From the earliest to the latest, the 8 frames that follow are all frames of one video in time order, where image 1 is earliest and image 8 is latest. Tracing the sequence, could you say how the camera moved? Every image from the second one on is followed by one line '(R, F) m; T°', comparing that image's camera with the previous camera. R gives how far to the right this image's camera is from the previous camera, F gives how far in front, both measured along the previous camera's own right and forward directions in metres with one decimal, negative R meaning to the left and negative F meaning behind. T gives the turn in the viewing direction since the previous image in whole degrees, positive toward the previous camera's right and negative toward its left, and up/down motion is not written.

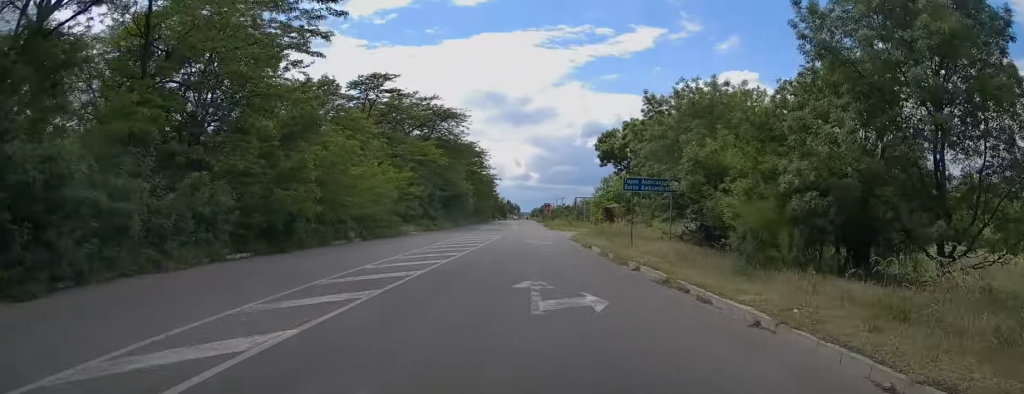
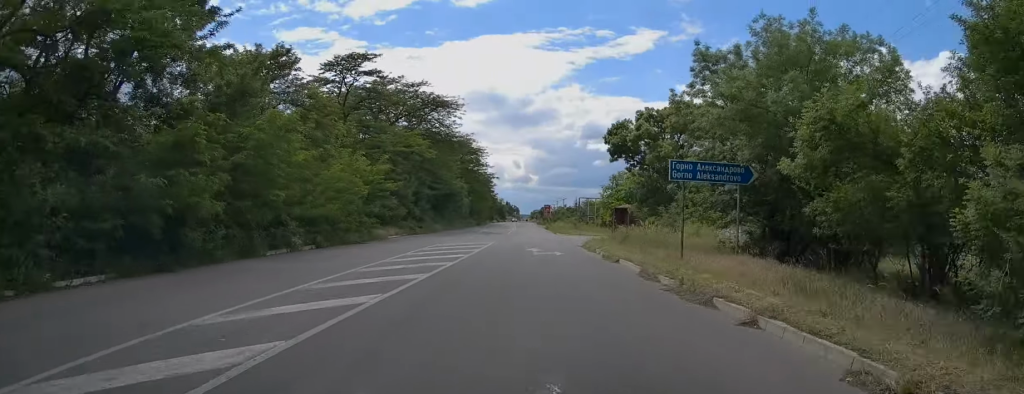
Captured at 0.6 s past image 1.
(-0.1, +7.7) m; -1°
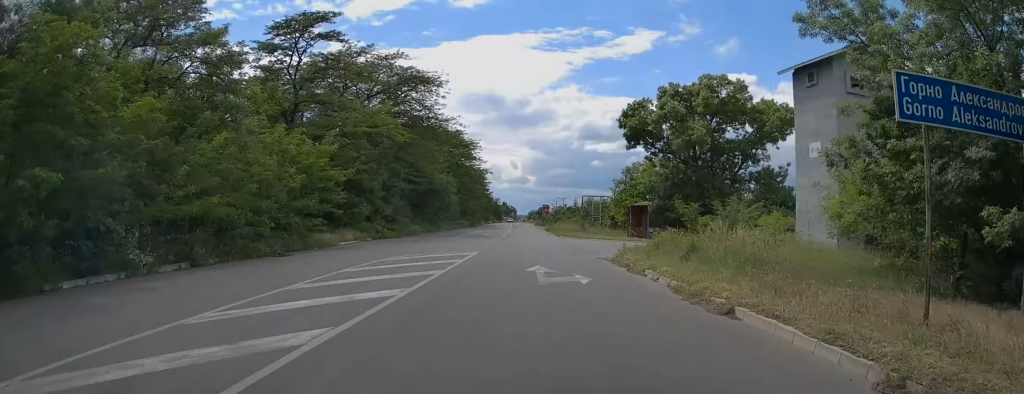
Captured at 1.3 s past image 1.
(-0.2, +10.3) m; -1°
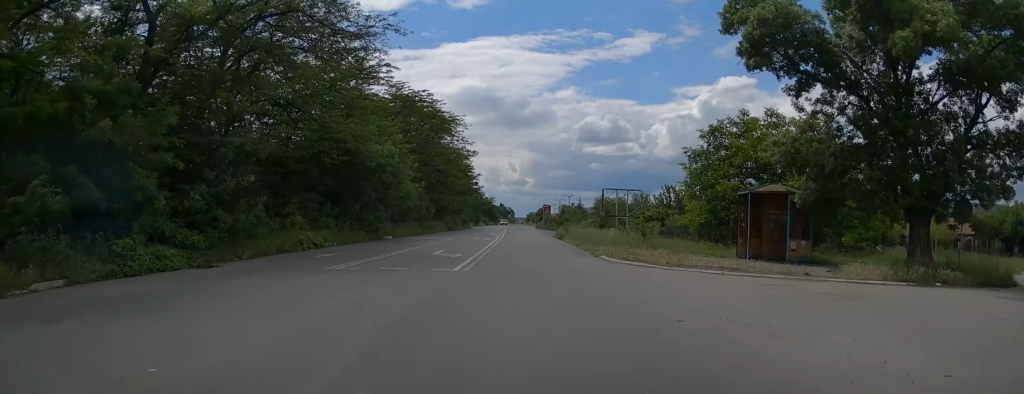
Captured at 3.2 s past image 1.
(0.0, +25.3) m; +2°
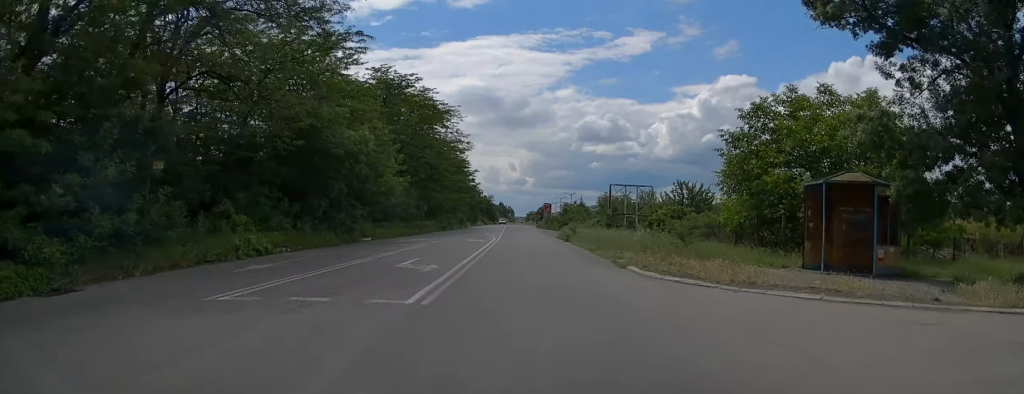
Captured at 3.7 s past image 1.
(+0.2, +5.8) m; 0°
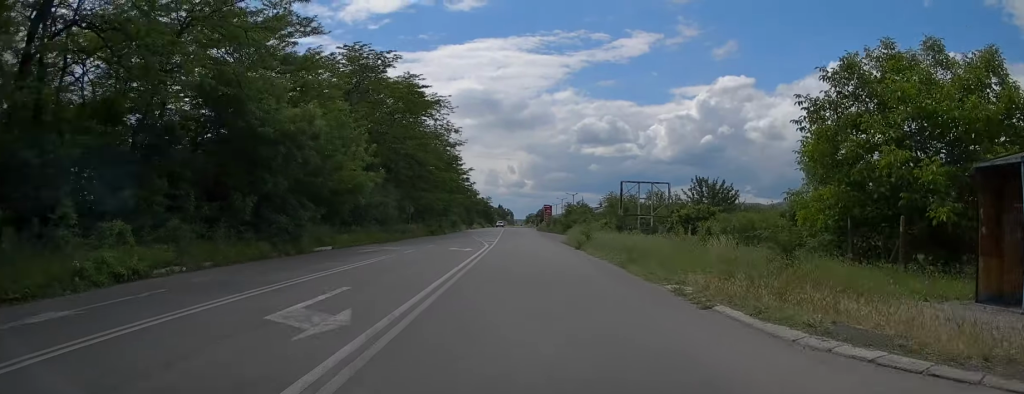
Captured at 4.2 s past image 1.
(+0.3, +7.7) m; 0°
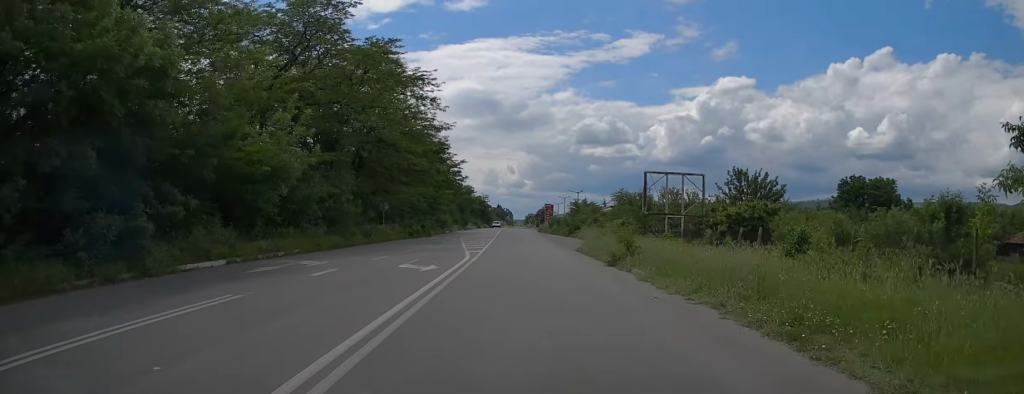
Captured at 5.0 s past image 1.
(-0.4, +10.9) m; -2°
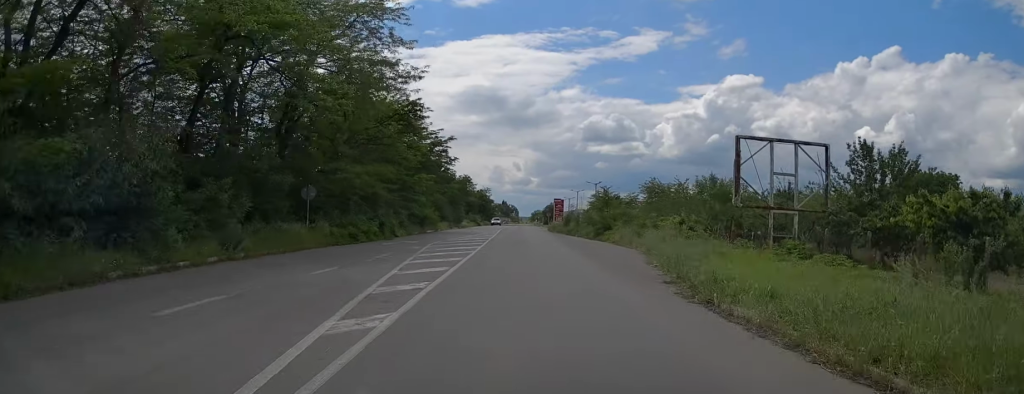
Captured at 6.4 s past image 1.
(0.0, +18.2) m; +1°
